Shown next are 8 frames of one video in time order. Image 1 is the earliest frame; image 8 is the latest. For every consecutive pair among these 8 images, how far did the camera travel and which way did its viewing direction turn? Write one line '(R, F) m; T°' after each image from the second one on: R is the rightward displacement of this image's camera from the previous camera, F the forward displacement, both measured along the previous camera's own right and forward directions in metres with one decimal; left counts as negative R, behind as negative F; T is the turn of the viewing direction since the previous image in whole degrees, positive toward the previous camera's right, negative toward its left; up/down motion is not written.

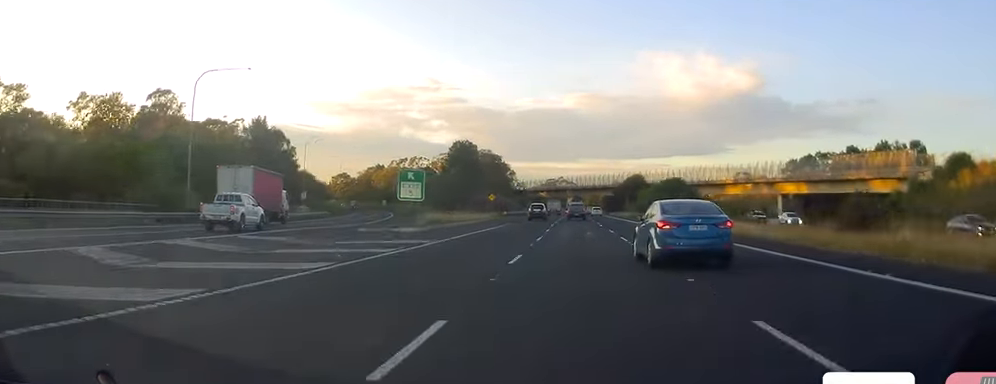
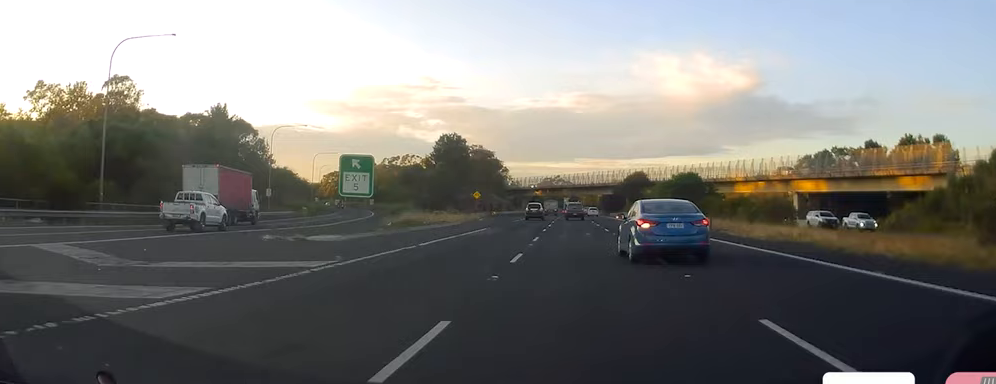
(0.0, +11.8) m; +1°
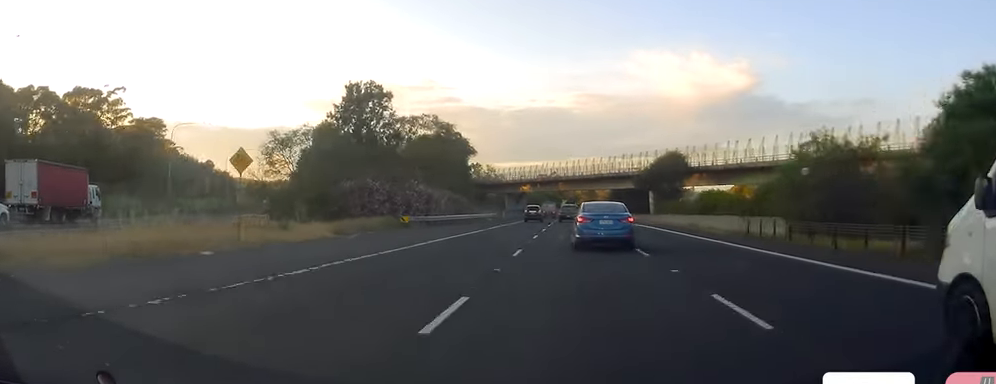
(+1.5, +56.4) m; +1°
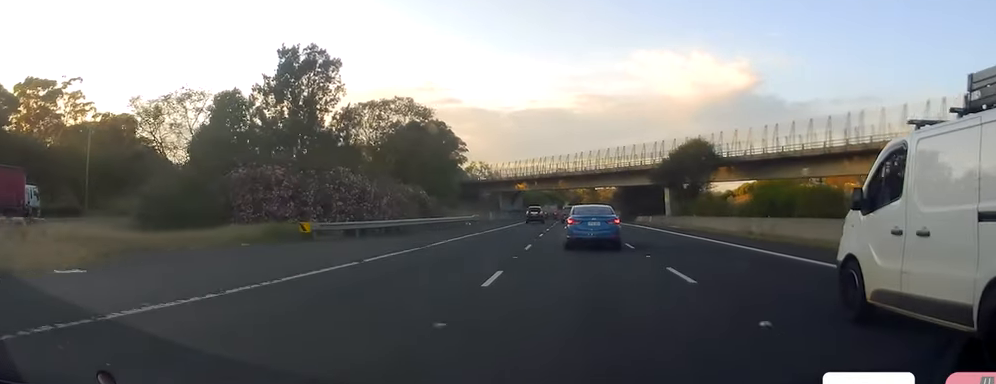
(-0.2, +19.2) m; -1°
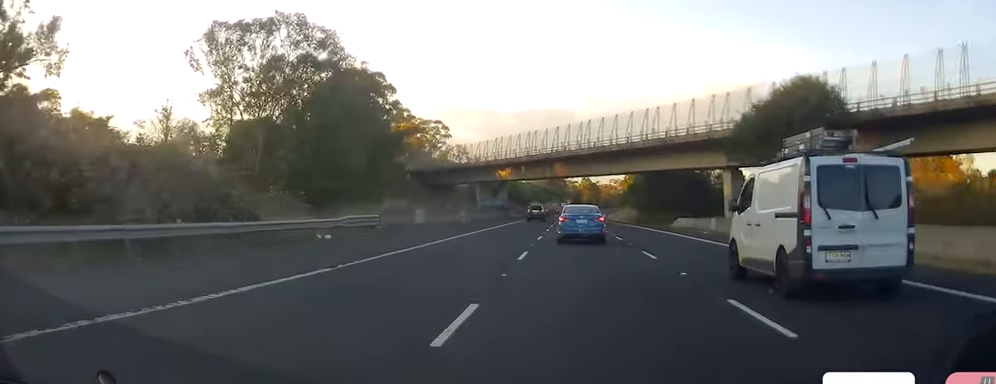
(+0.4, +41.0) m; +1°
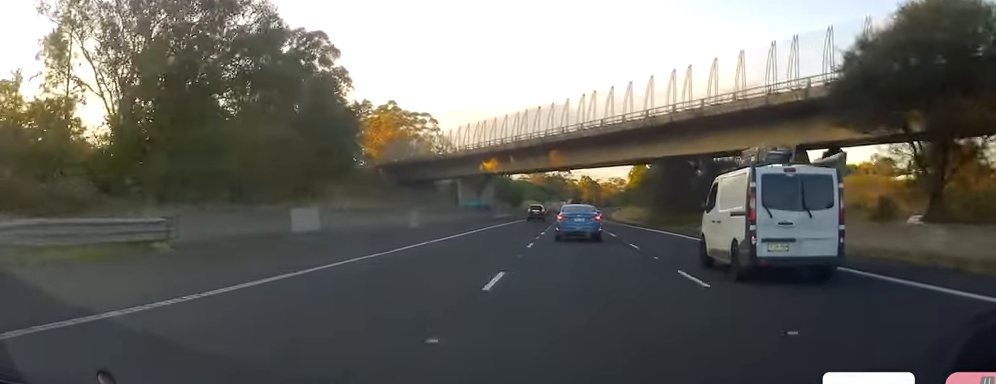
(-0.1, +19.2) m; -1°
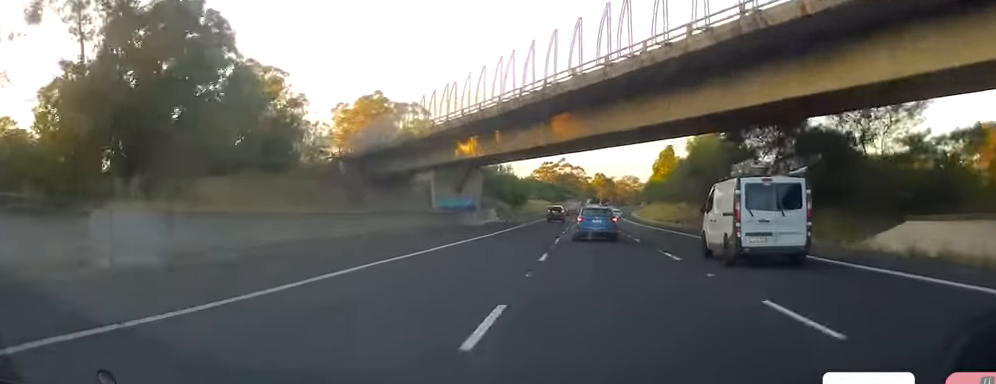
(-0.6, +28.6) m; 0°
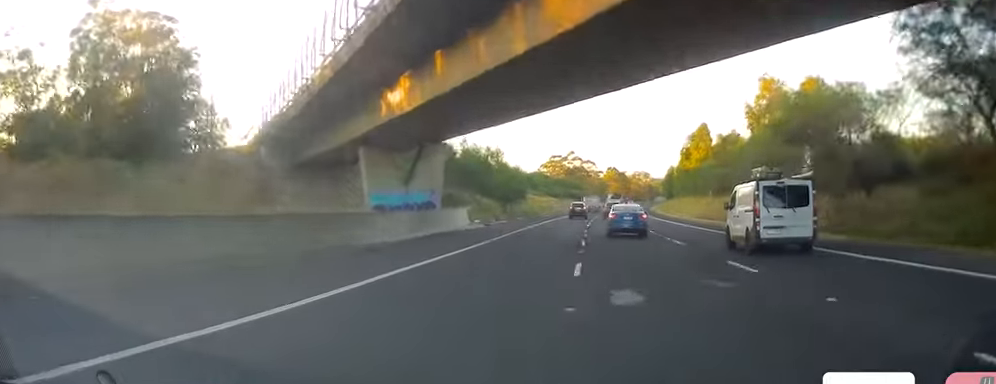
(+0.4, +28.1) m; +1°
